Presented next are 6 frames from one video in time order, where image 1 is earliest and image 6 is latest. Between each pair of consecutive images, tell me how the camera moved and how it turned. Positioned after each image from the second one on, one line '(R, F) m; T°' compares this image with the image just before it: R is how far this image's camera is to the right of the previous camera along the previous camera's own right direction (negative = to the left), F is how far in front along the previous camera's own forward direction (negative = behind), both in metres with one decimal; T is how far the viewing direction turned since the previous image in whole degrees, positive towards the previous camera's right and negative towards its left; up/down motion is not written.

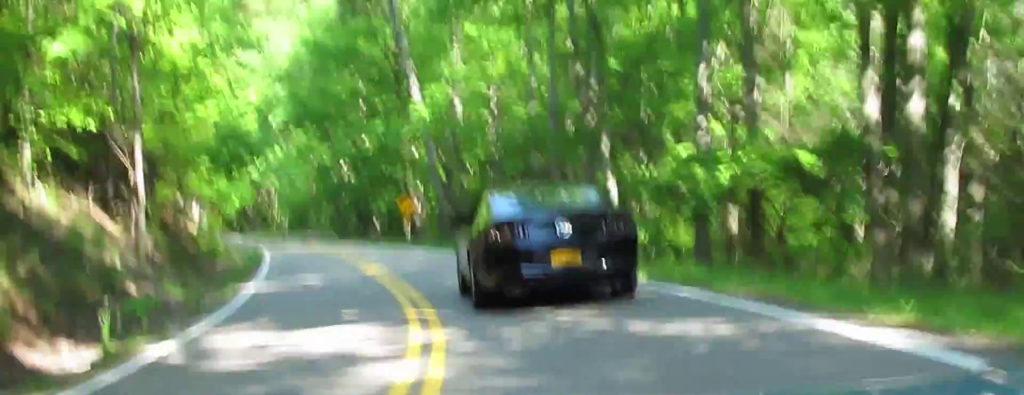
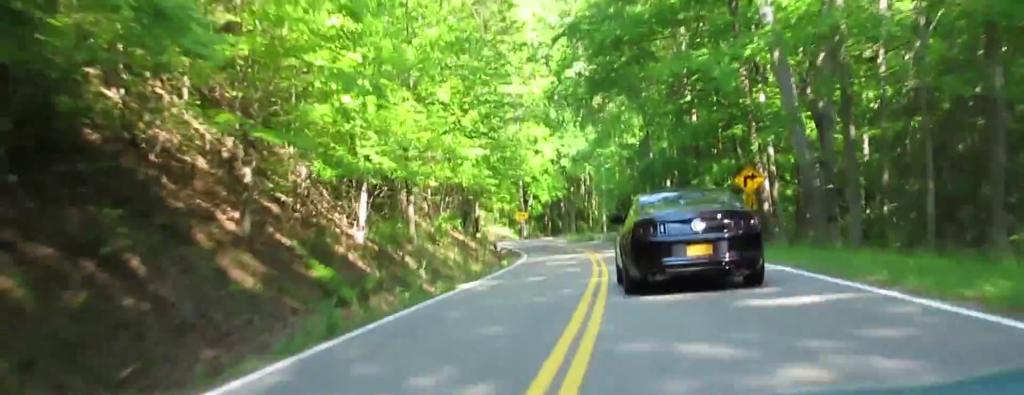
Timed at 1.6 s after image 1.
(-0.2, +34.1) m; +1°
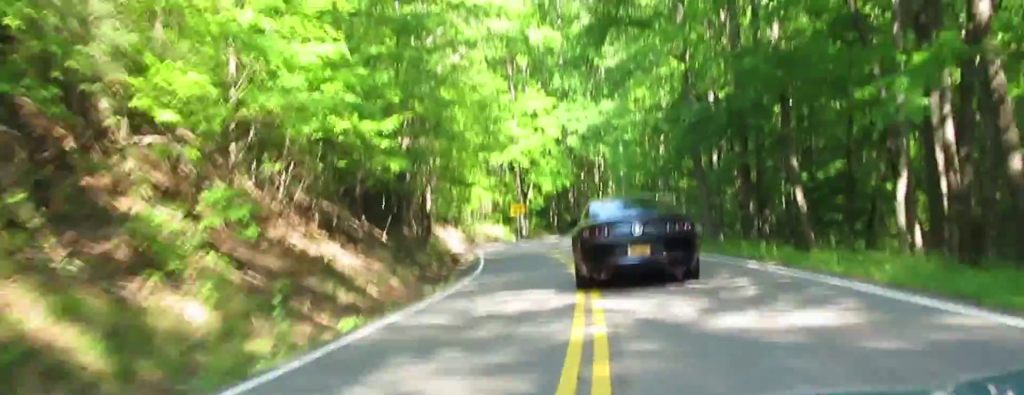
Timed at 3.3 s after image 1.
(+3.1, +33.1) m; +33°
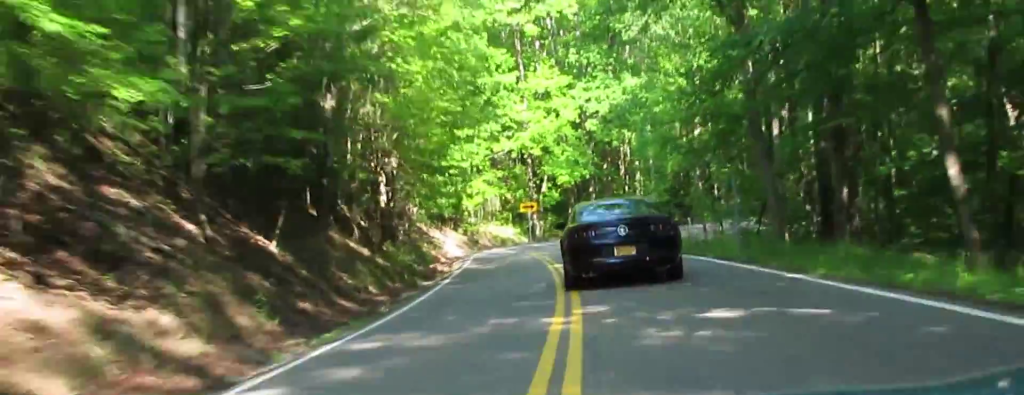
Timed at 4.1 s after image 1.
(+5.1, +10.3) m; +41°
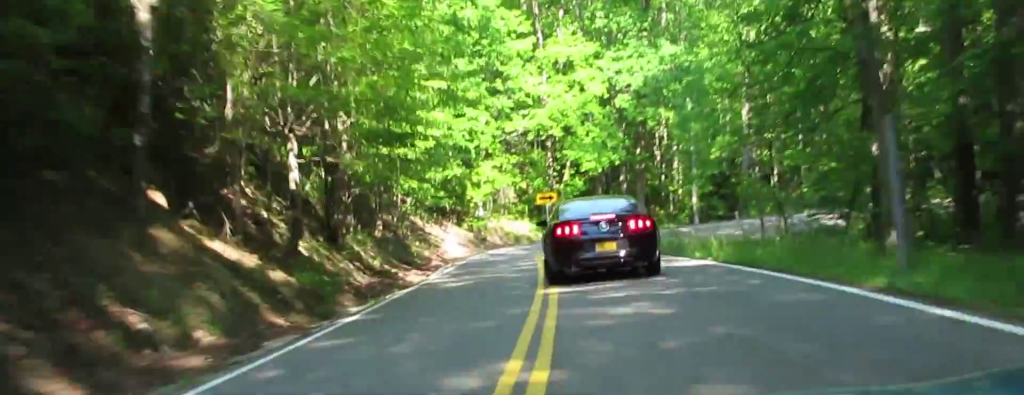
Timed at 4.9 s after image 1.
(+4.5, +11.0) m; +27°
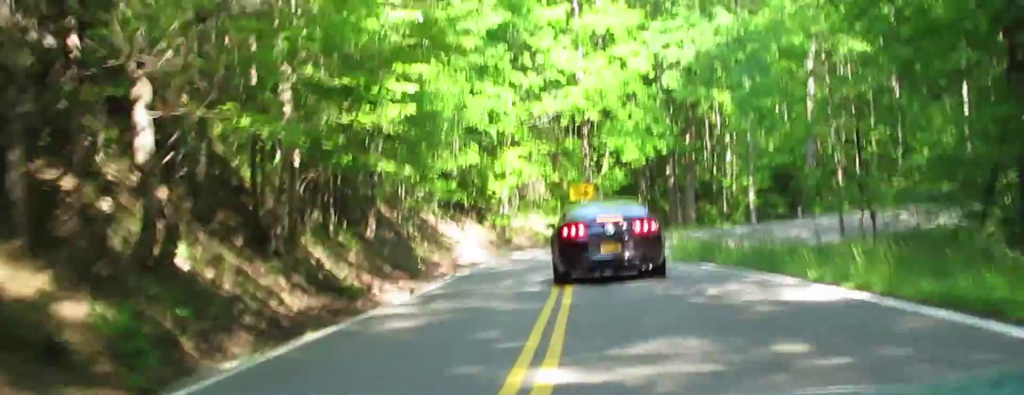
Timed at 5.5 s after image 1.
(+0.3, +8.5) m; +6°
